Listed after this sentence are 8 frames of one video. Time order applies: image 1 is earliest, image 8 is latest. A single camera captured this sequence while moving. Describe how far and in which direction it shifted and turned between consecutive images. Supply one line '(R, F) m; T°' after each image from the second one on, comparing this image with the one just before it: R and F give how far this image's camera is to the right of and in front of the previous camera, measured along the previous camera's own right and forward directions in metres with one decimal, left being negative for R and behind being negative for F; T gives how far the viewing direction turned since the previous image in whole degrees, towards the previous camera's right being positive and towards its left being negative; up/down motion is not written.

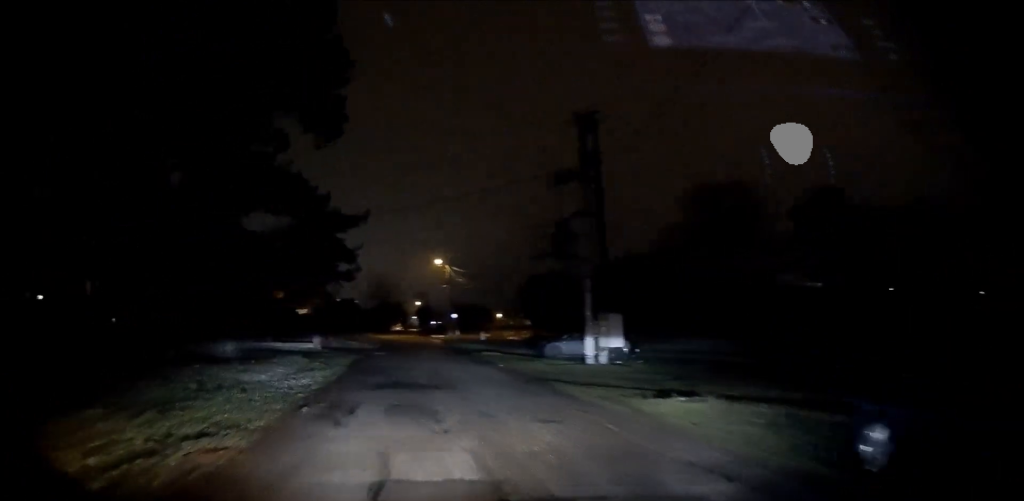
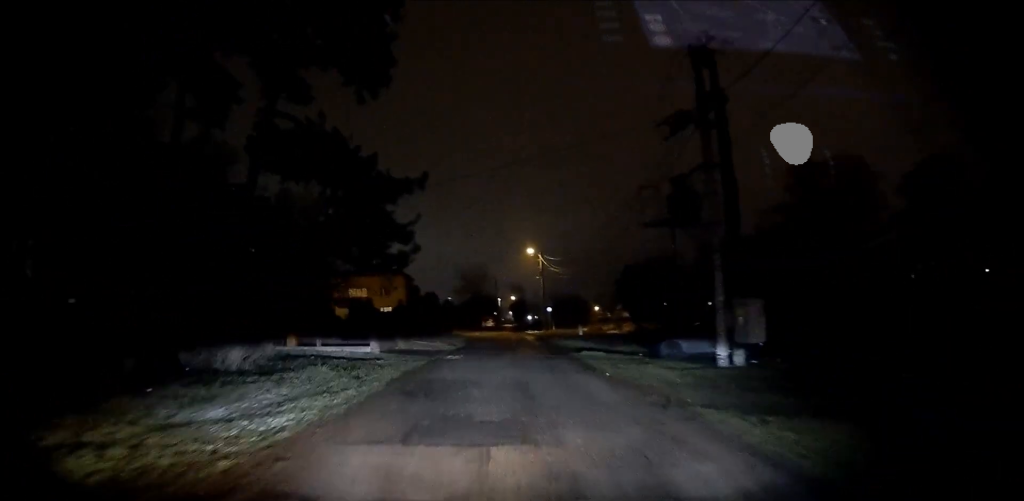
(-0.3, +4.6) m; -10°
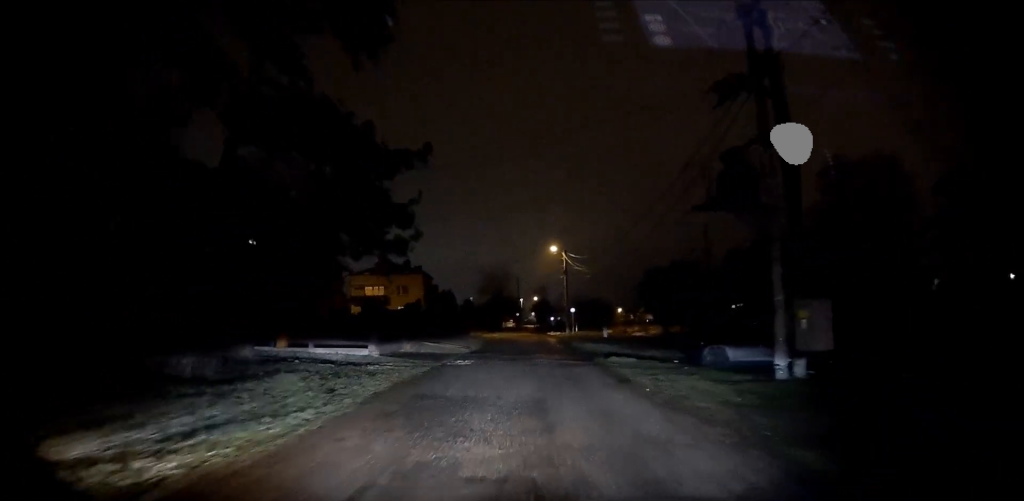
(-0.2, +2.5) m; -5°
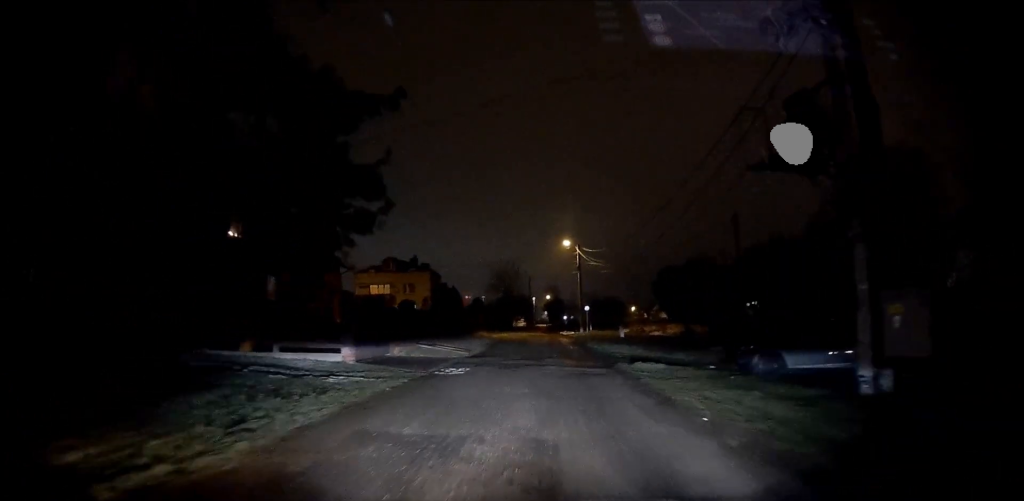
(-0.1, +3.0) m; -5°
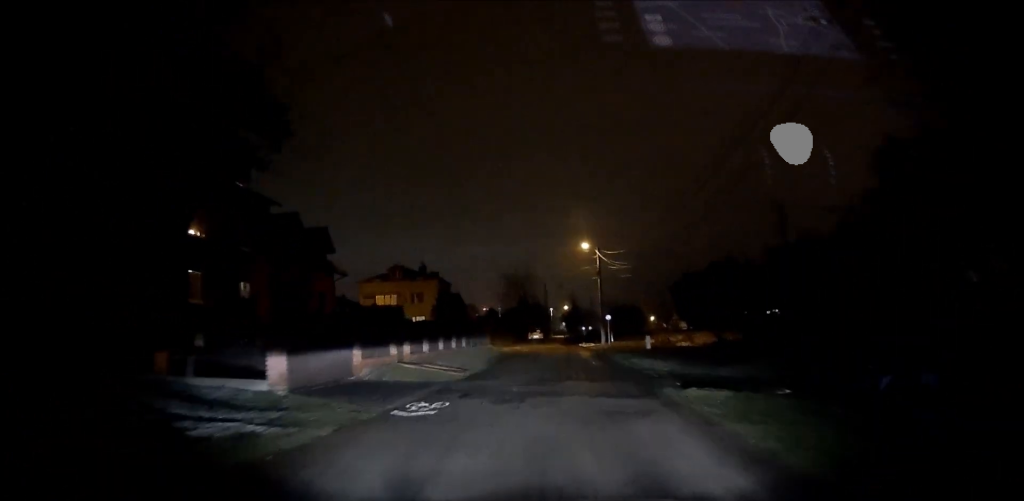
(-0.2, +4.6) m; -6°
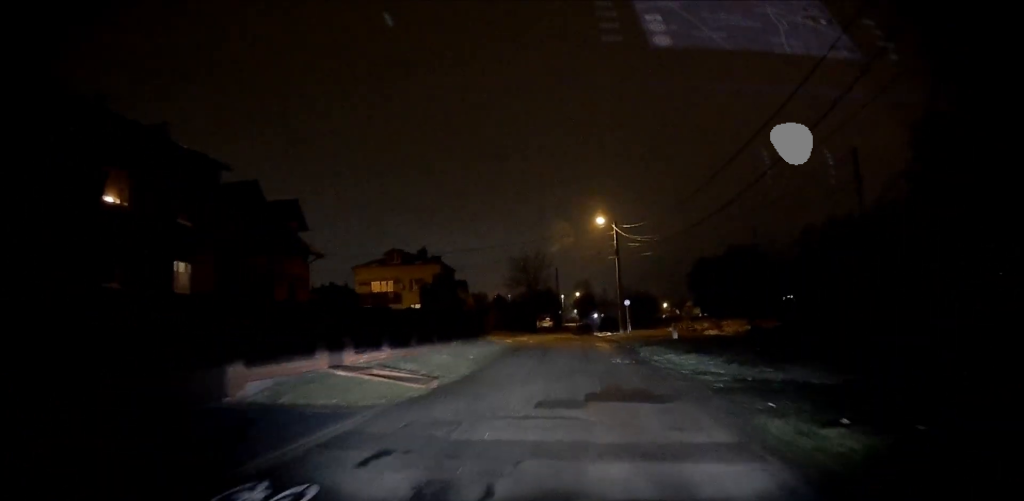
(-0.3, +5.9) m; 0°
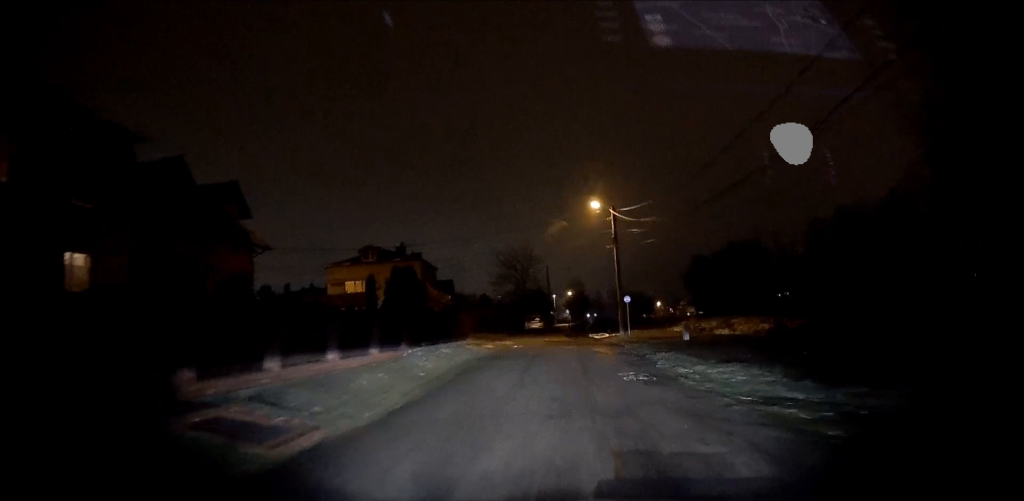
(+0.3, +5.6) m; 0°
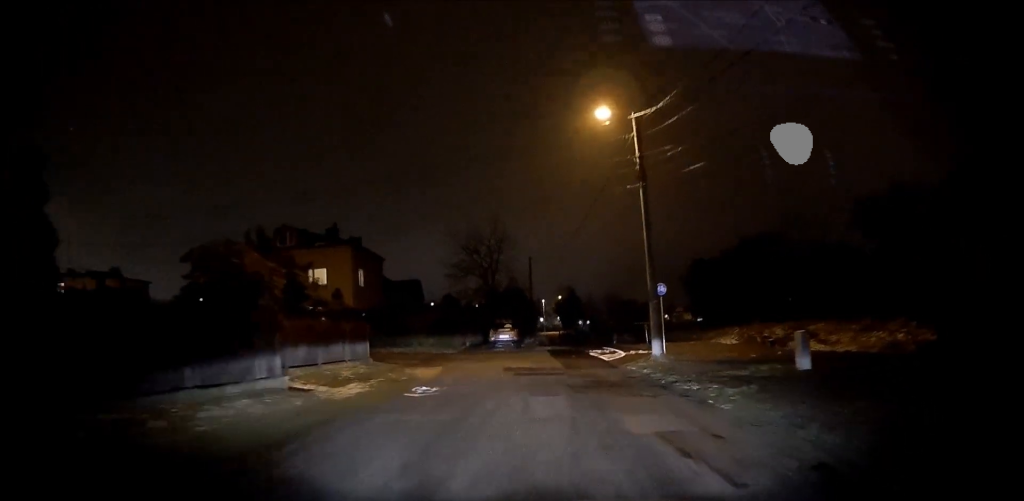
(-0.9, +18.1) m; -3°
